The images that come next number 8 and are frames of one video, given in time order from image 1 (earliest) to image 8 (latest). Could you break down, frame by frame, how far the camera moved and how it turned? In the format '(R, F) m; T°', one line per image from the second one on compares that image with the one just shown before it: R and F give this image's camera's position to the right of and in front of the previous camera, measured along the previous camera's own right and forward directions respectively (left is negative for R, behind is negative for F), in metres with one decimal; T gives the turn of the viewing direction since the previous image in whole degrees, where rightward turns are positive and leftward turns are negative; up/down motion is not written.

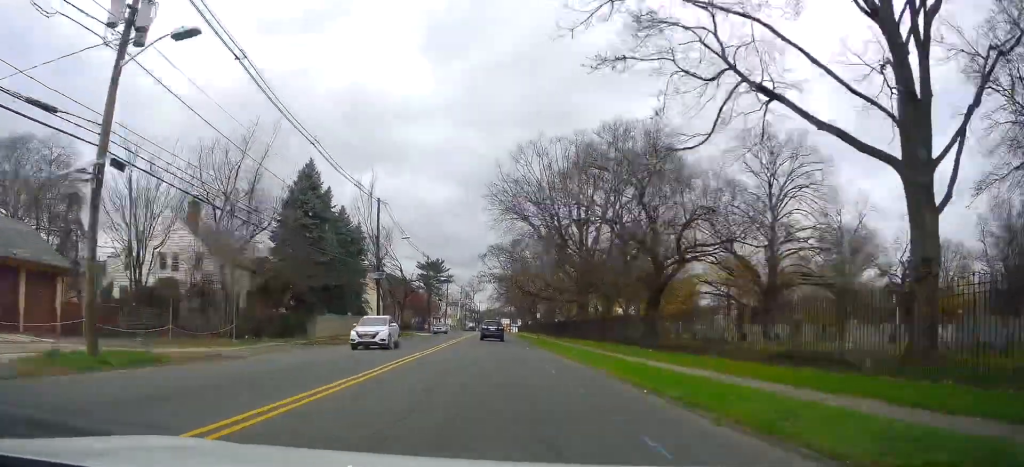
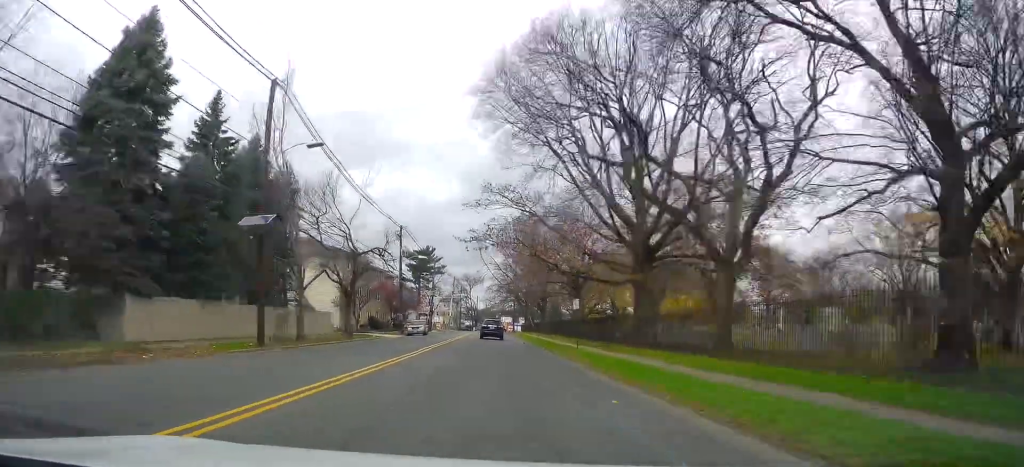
(+0.1, +26.0) m; 0°
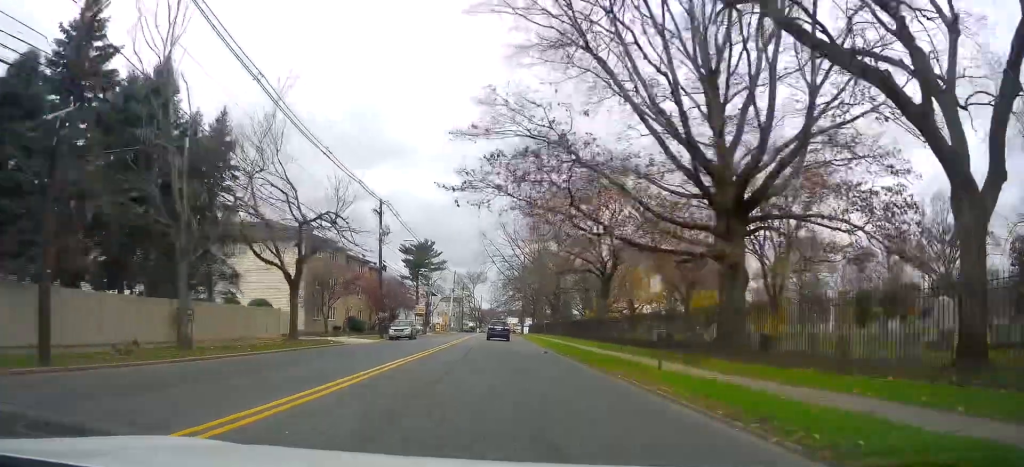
(-0.1, +14.6) m; -1°
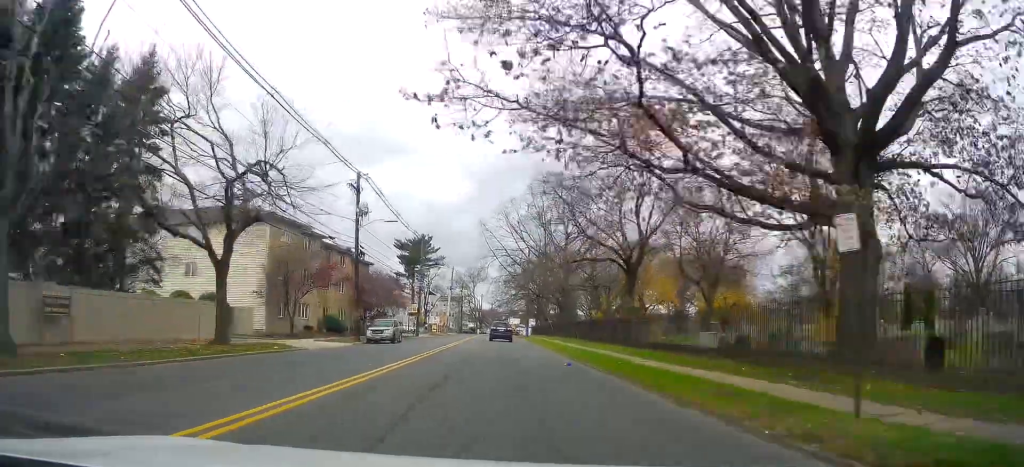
(-0.3, +9.3) m; +1°
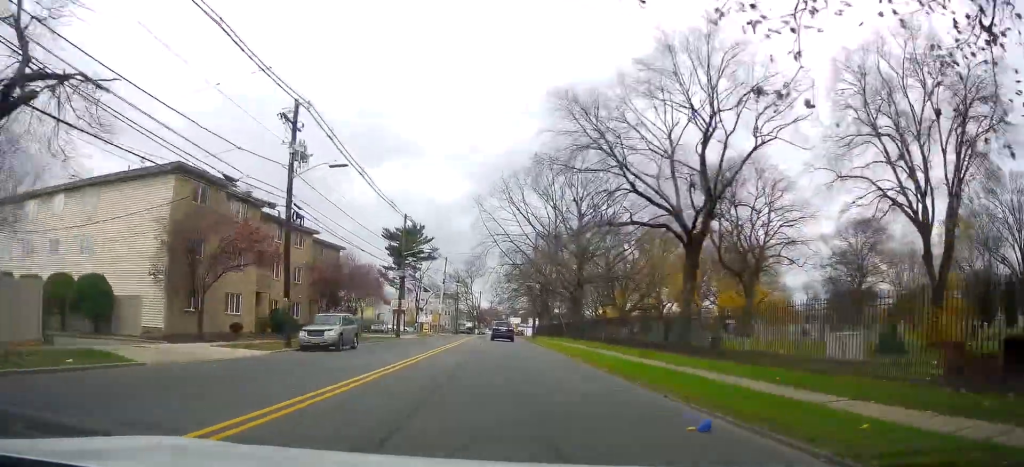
(+0.5, +14.6) m; 0°
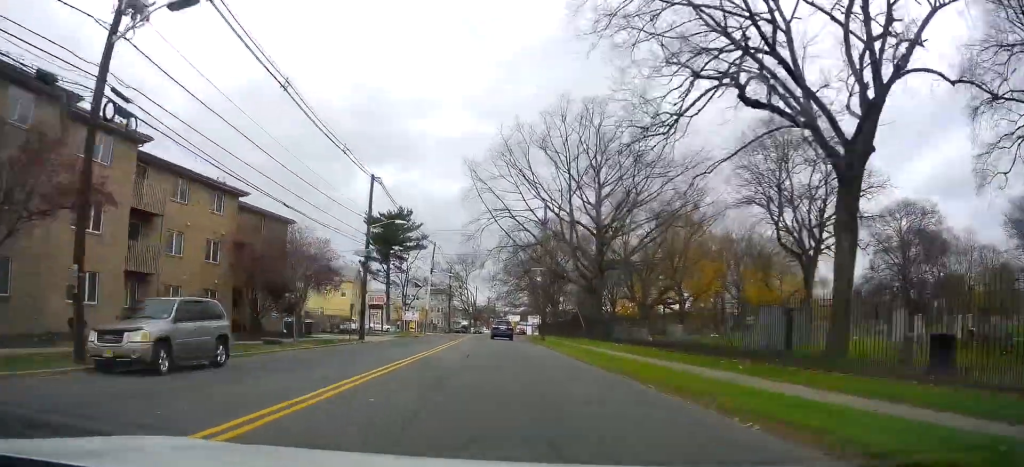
(-0.4, +14.6) m; 0°
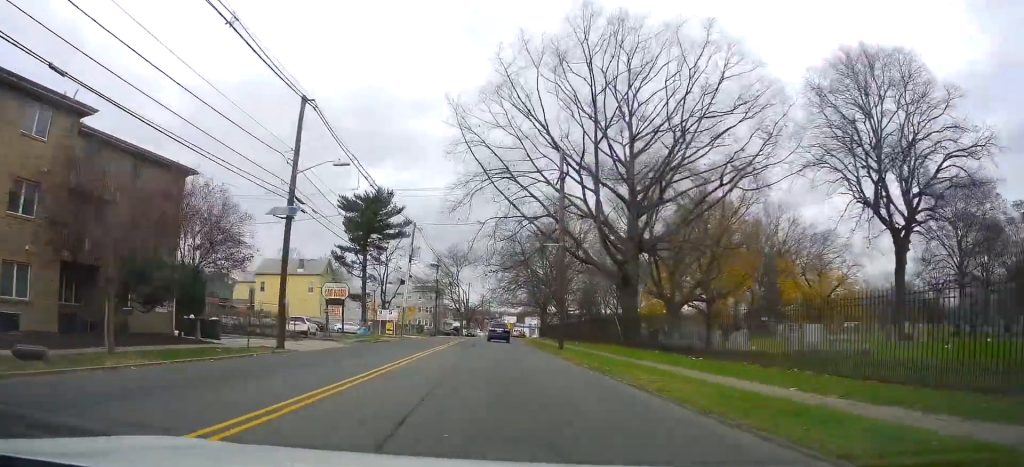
(+0.4, +14.8) m; +2°
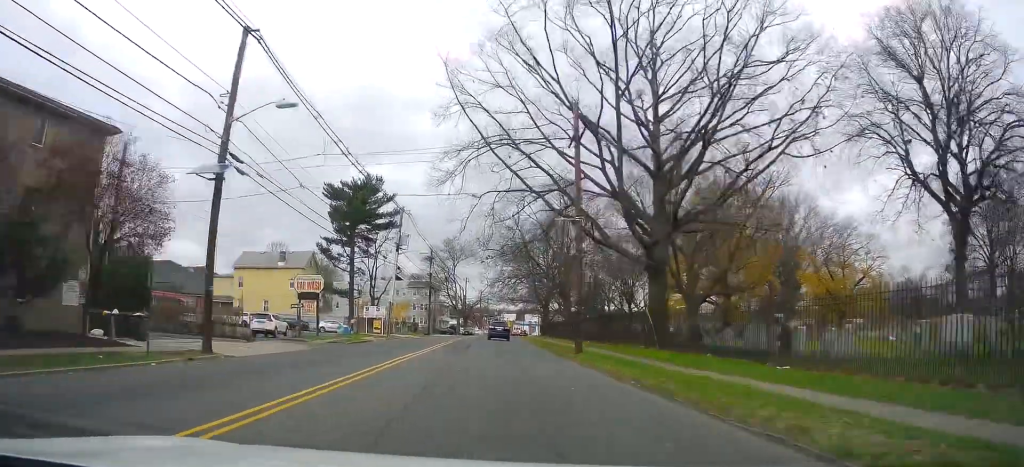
(+0.1, +6.9) m; 0°
